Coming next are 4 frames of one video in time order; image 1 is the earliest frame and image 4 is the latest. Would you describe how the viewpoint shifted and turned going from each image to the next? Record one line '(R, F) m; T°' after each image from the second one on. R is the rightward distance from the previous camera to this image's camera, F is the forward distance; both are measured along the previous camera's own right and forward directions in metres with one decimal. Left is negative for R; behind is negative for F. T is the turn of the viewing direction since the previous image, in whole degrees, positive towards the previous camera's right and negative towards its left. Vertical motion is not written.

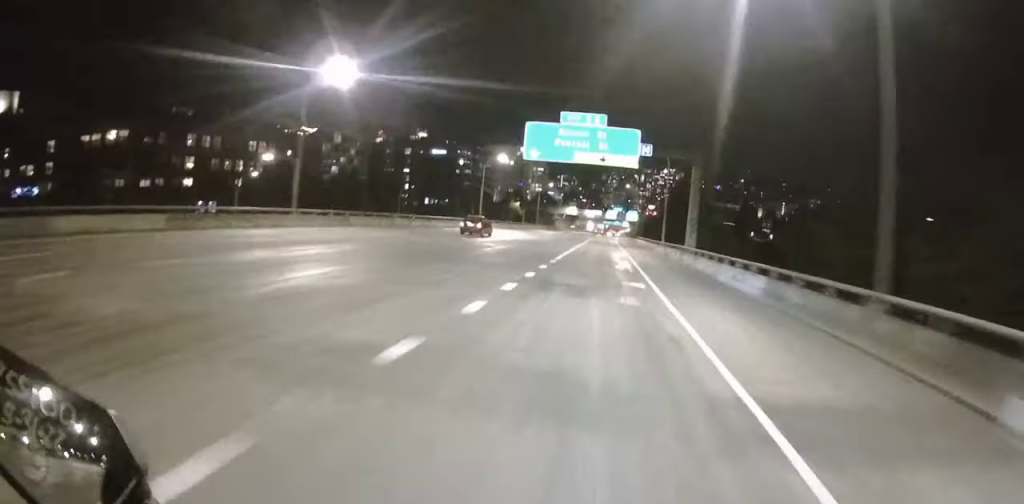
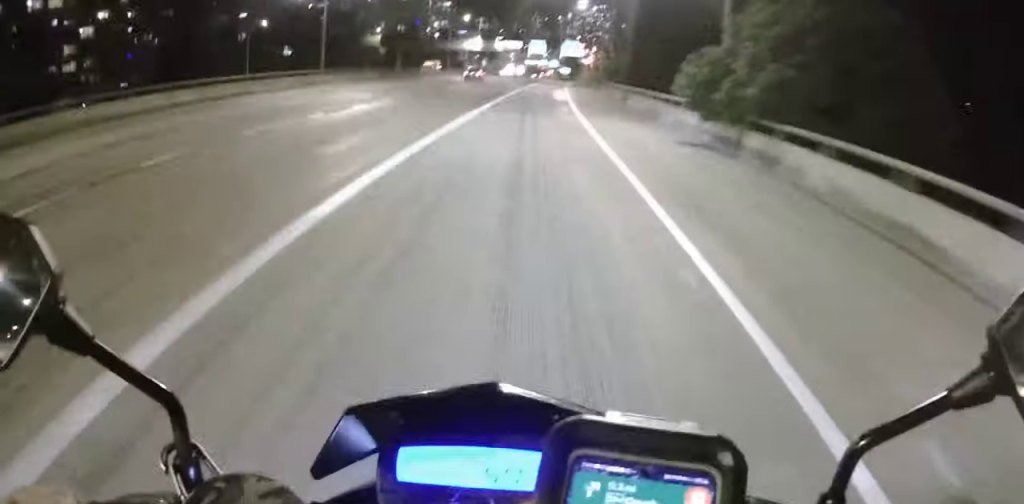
(-0.8, +92.1) m; -1°
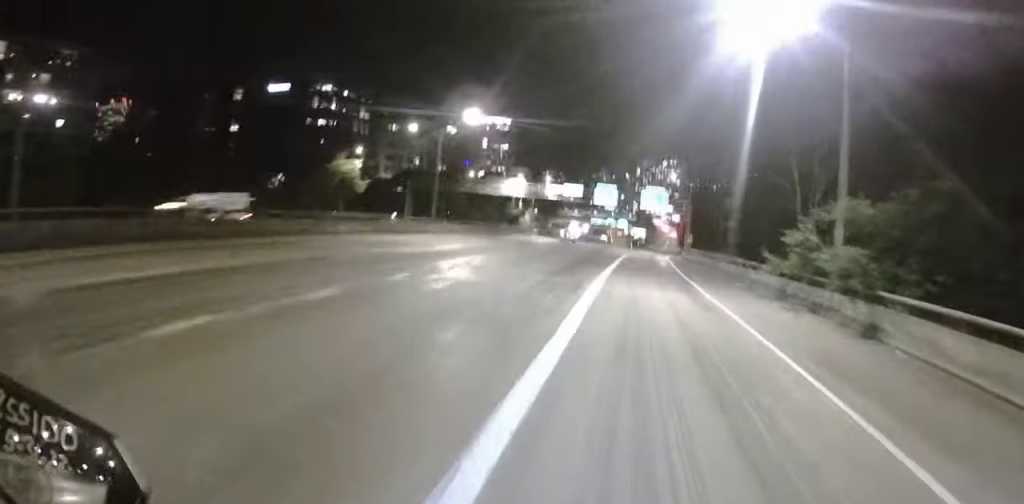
(+0.3, +46.8) m; +1°
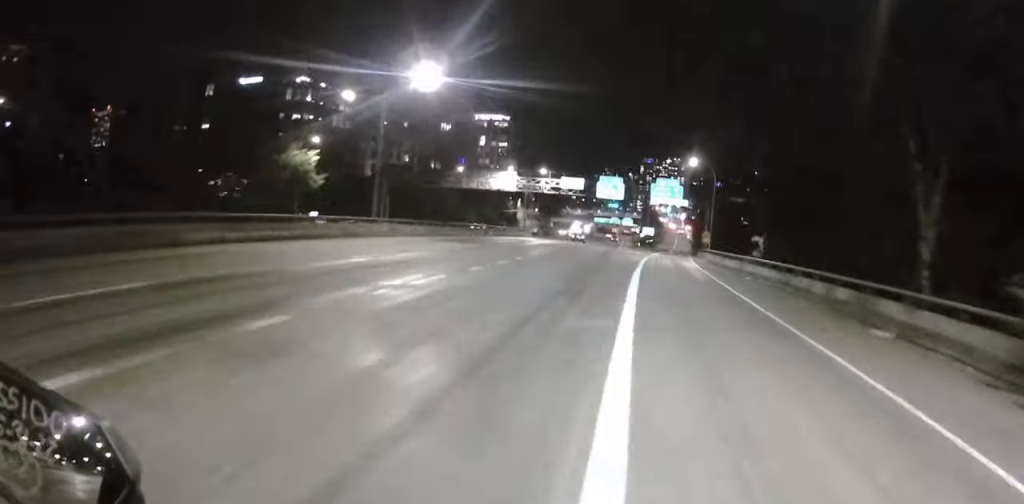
(0.0, +13.0) m; 0°
